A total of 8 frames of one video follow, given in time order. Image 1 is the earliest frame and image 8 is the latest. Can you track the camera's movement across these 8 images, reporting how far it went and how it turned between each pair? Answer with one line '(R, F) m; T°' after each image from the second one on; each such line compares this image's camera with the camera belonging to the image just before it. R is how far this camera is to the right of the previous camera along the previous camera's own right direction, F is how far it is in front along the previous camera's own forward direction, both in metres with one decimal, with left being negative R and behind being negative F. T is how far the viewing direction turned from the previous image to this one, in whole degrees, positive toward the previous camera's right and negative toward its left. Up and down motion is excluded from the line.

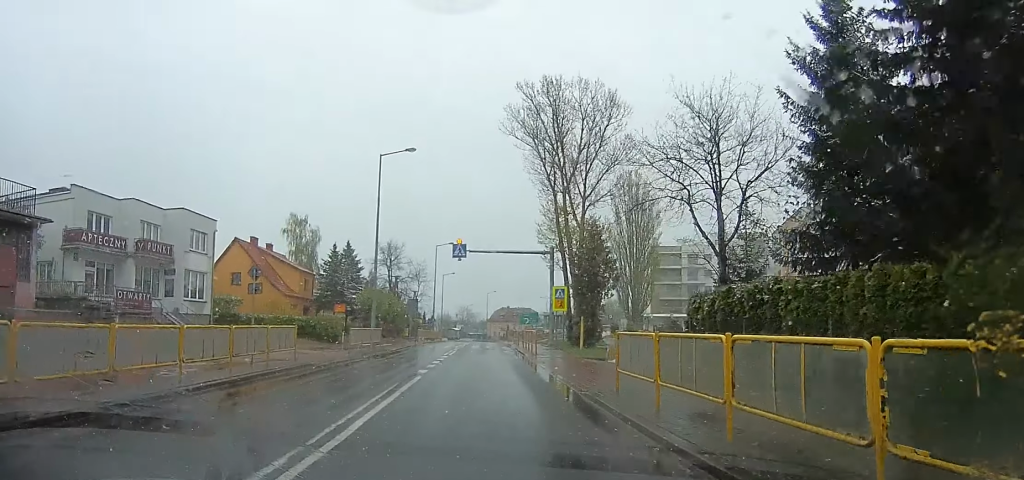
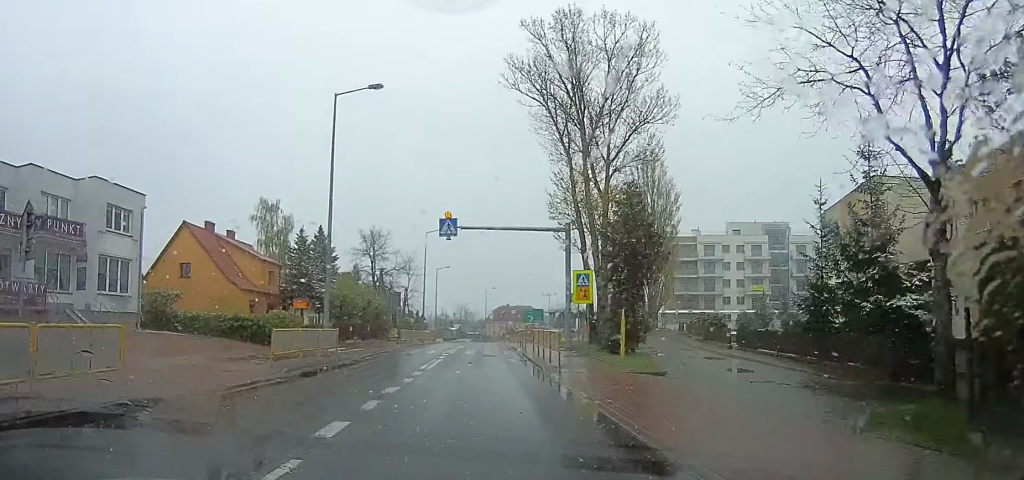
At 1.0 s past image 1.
(-0.7, +8.3) m; -5°
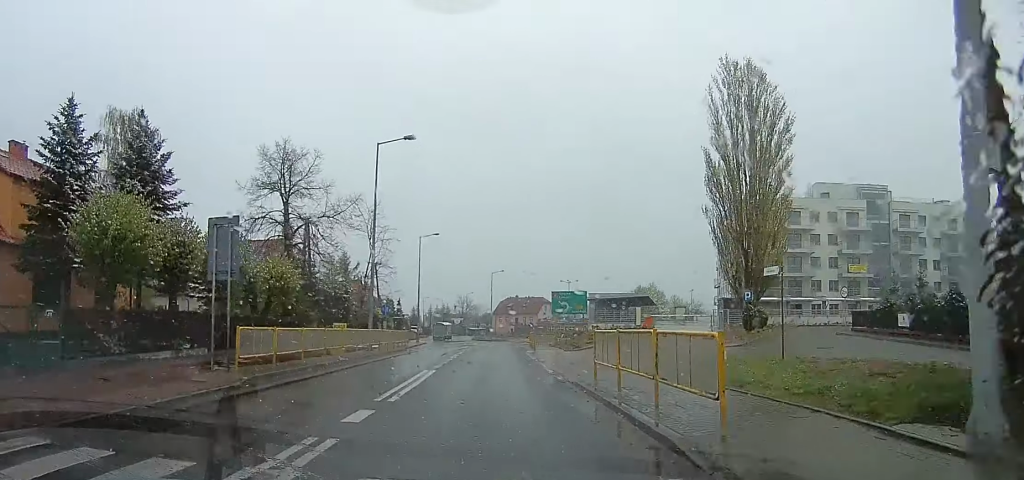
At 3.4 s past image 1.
(-0.2, +25.4) m; -2°
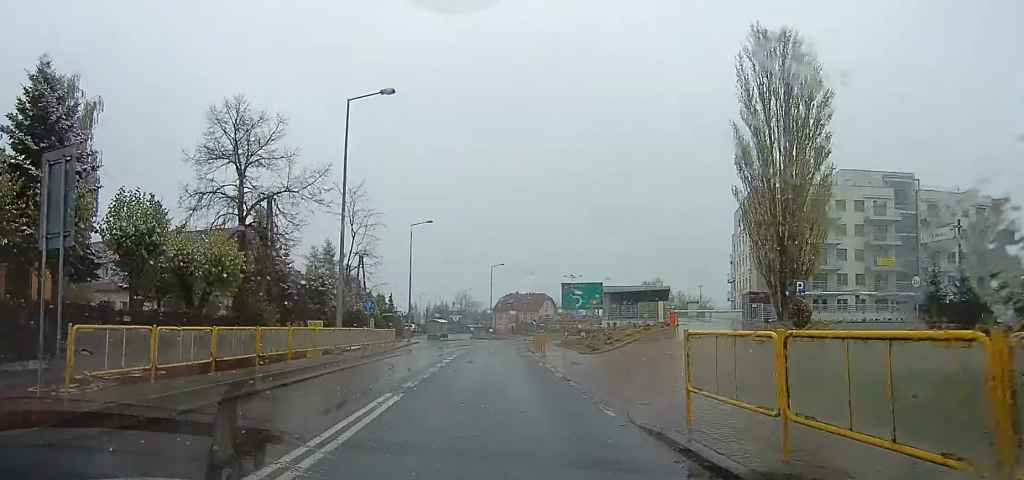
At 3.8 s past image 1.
(-0.1, +5.6) m; -1°
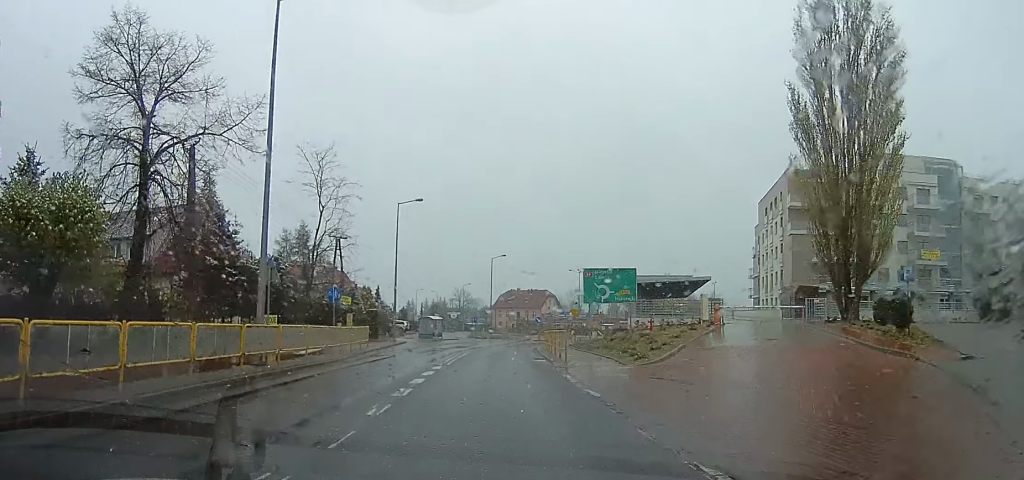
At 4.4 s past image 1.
(0.0, +7.6) m; 0°
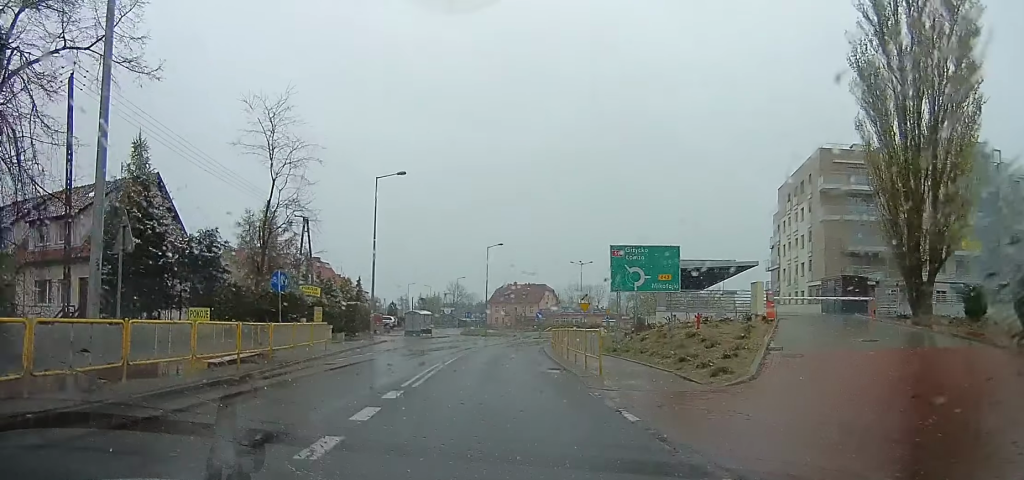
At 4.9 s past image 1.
(0.0, +6.5) m; 0°
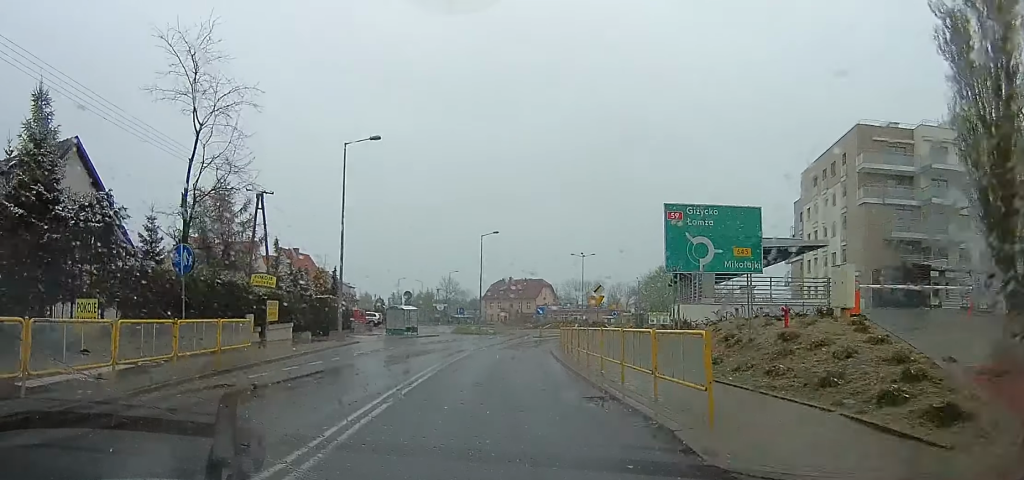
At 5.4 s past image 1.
(0.0, +6.6) m; +1°
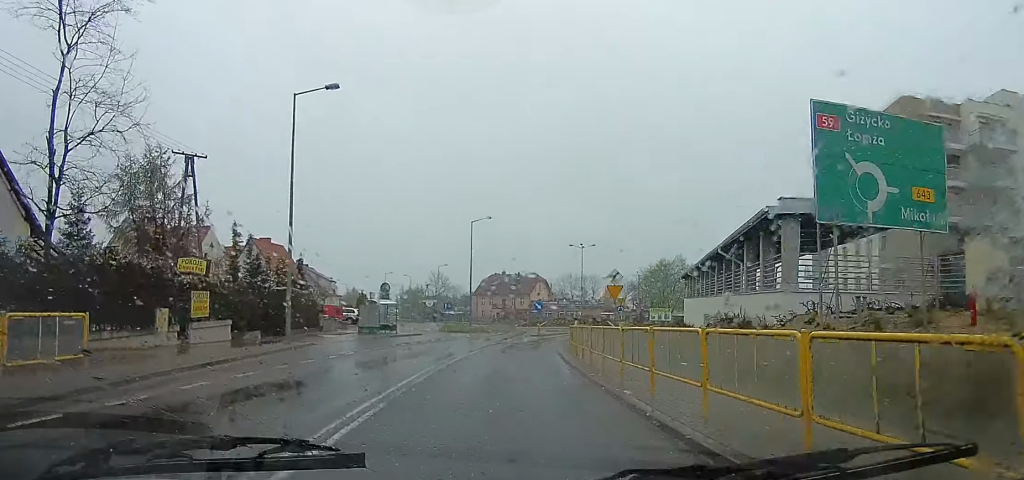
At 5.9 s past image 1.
(-0.1, +6.6) m; +1°
